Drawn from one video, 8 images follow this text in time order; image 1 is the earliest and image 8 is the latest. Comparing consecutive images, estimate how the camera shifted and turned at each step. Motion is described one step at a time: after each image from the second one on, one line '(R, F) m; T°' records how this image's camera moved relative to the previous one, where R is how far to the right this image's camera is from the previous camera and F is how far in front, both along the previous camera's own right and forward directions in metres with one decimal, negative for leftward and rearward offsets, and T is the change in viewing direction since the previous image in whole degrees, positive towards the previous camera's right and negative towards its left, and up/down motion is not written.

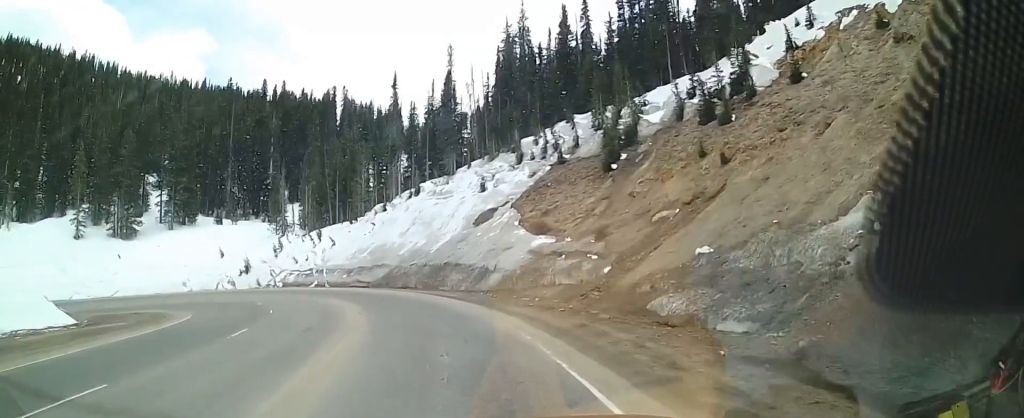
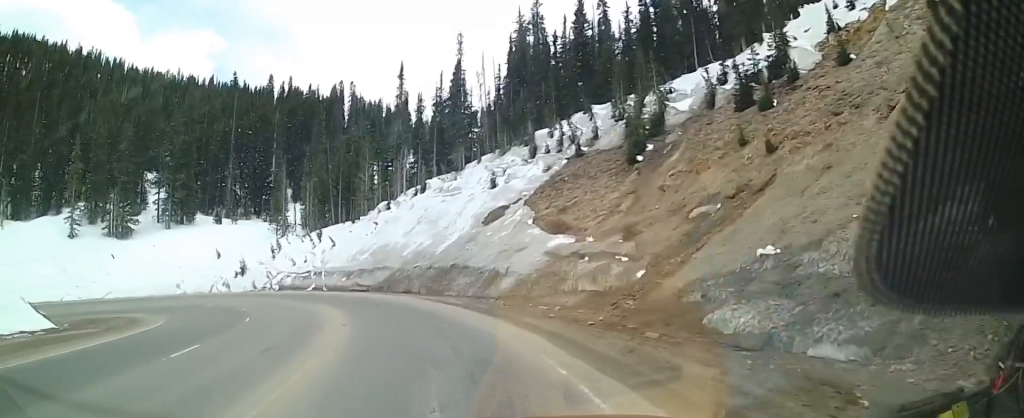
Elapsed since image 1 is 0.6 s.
(0.0, +4.7) m; -3°
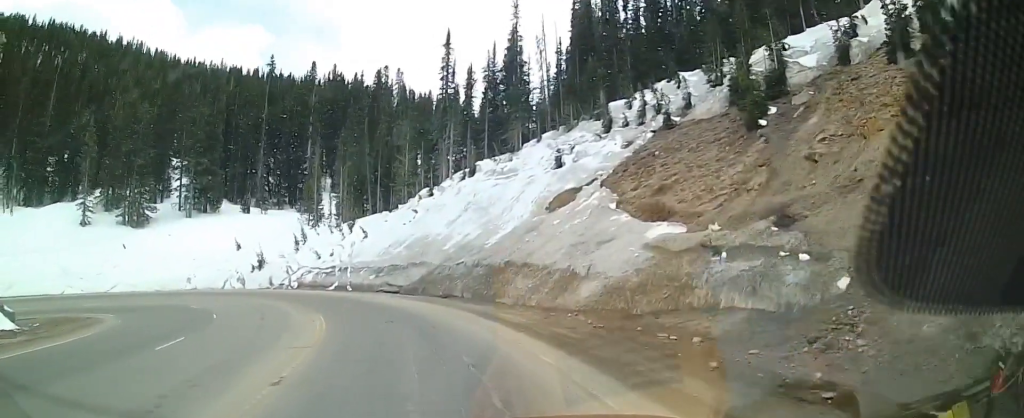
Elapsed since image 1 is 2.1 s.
(-1.2, +11.4) m; -11°
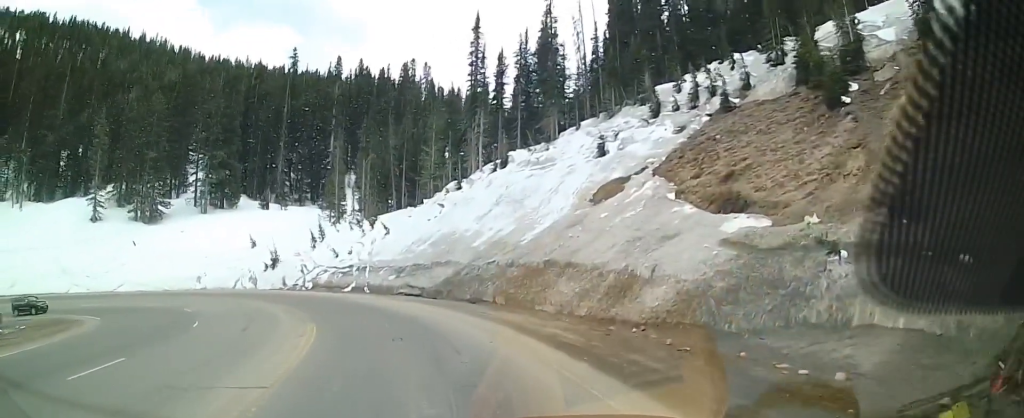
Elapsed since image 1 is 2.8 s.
(0.0, +5.3) m; 0°
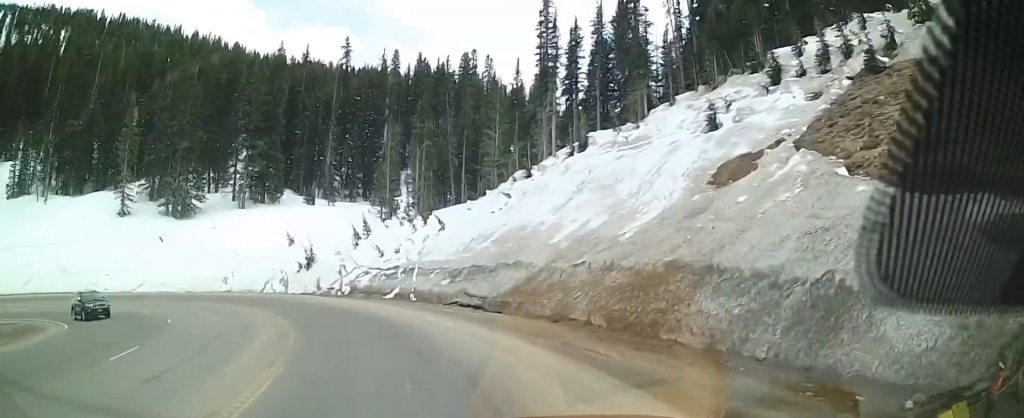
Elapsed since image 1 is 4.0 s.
(0.0, +10.2) m; -3°
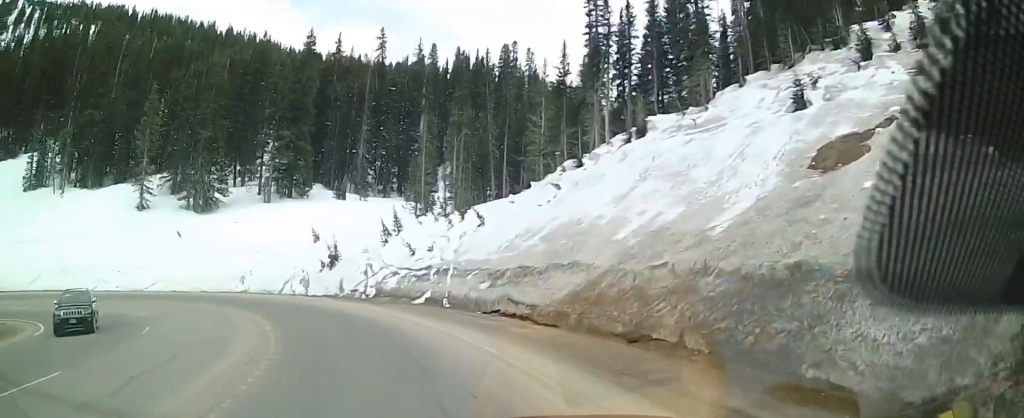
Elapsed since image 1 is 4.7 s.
(-0.3, +5.5) m; -6°
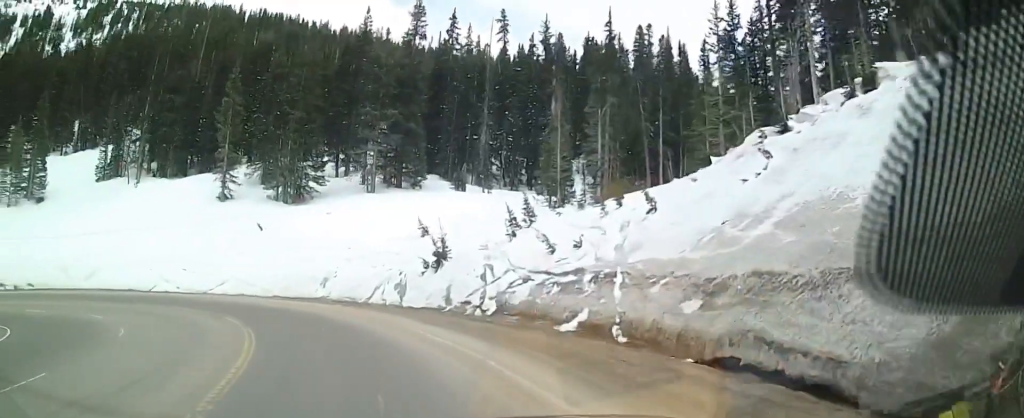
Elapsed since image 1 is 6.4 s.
(-1.9, +13.3) m; -15°
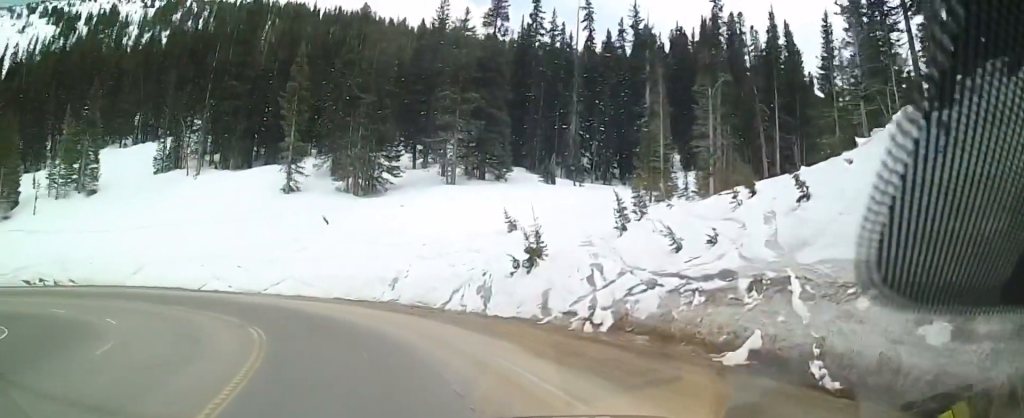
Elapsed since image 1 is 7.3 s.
(-0.2, +6.6) m; -5°
